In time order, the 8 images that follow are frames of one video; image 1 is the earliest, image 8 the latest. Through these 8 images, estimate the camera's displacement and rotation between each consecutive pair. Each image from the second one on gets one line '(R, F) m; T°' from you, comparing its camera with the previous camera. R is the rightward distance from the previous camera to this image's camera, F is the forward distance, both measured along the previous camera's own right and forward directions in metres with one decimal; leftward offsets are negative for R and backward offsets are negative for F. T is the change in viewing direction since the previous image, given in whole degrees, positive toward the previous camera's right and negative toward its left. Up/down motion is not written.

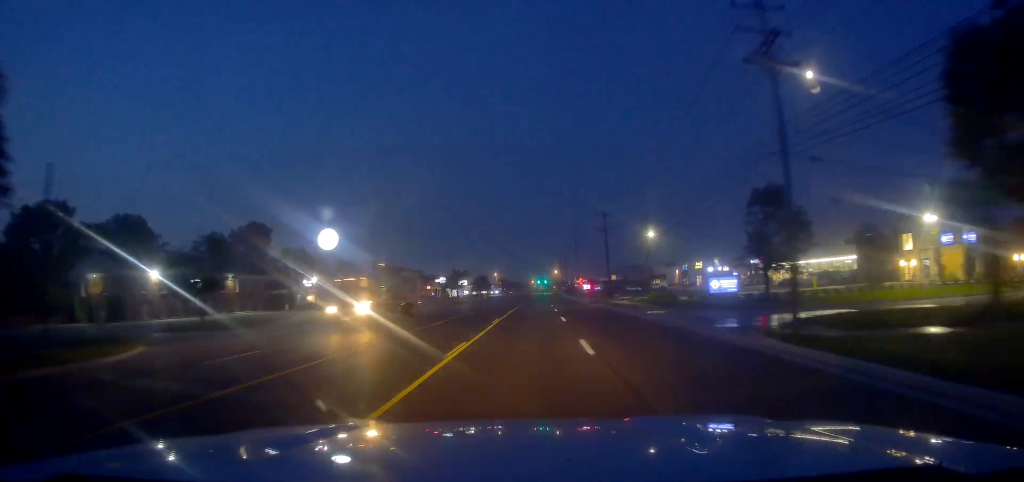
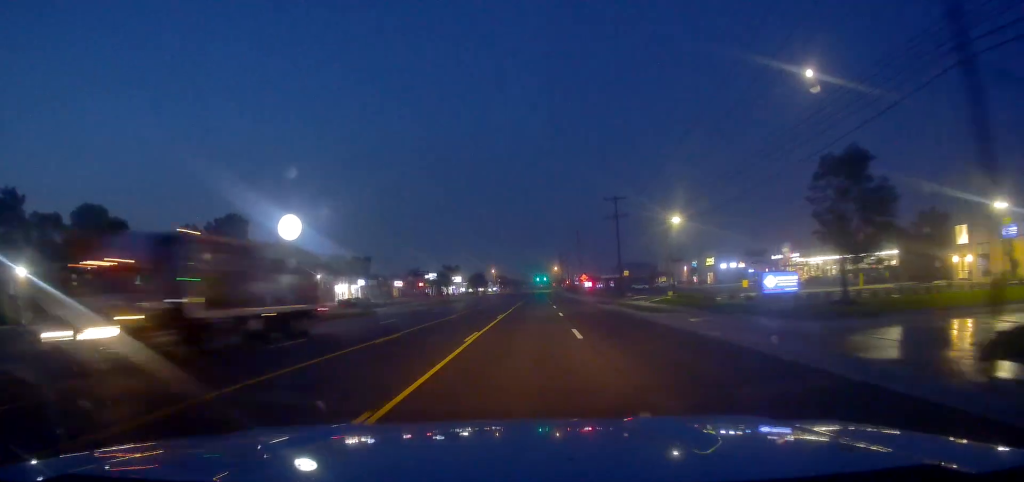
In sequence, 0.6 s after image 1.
(+0.5, +10.8) m; 0°
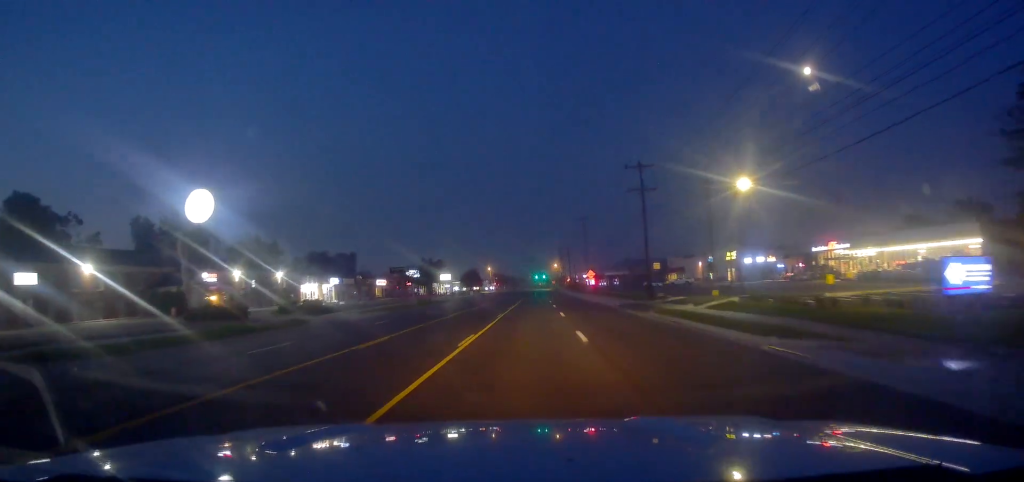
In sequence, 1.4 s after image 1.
(-0.2, +16.5) m; -1°
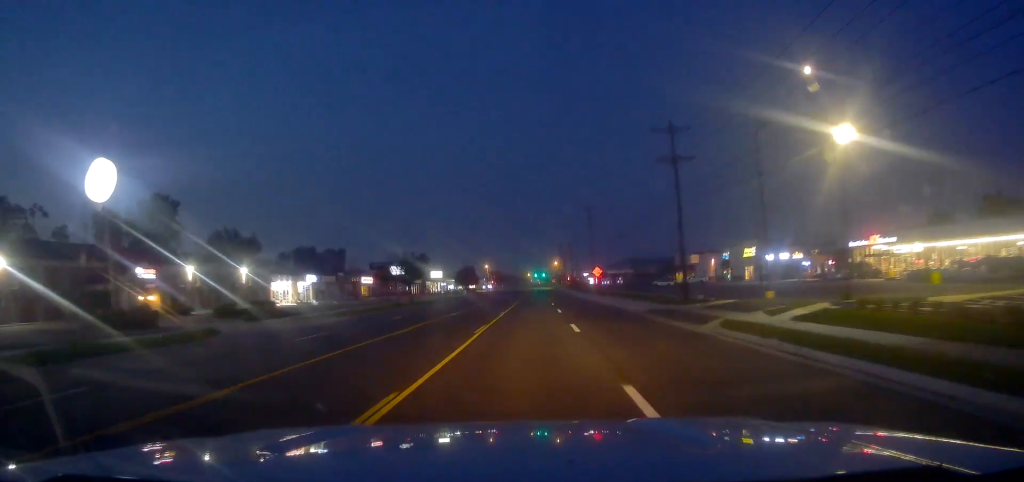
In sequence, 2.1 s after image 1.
(-0.2, +12.1) m; 0°
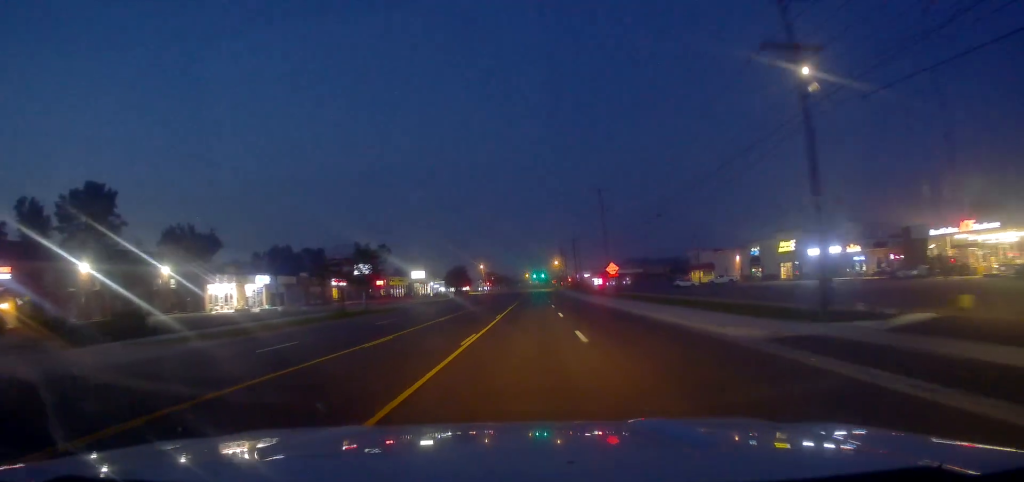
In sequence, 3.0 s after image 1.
(+0.4, +18.5) m; +2°
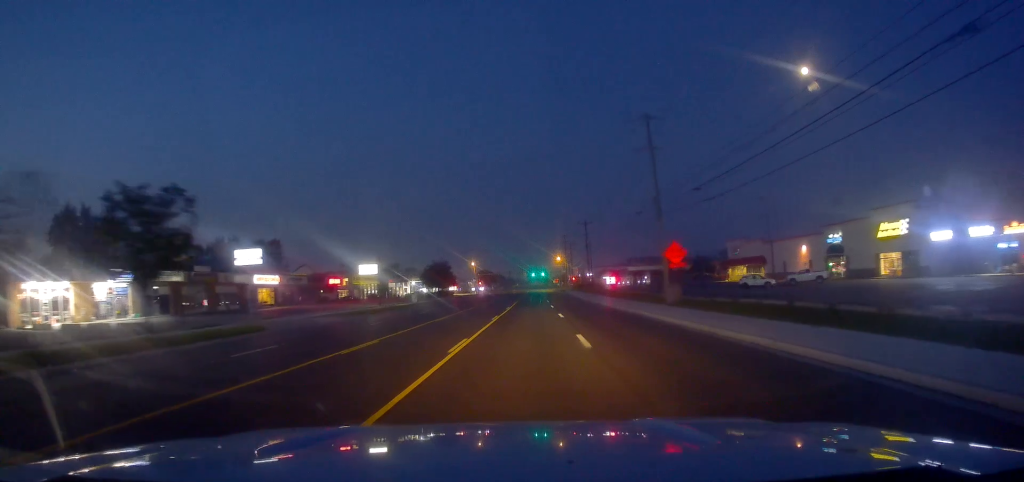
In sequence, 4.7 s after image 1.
(-0.6, +31.8) m; -1°
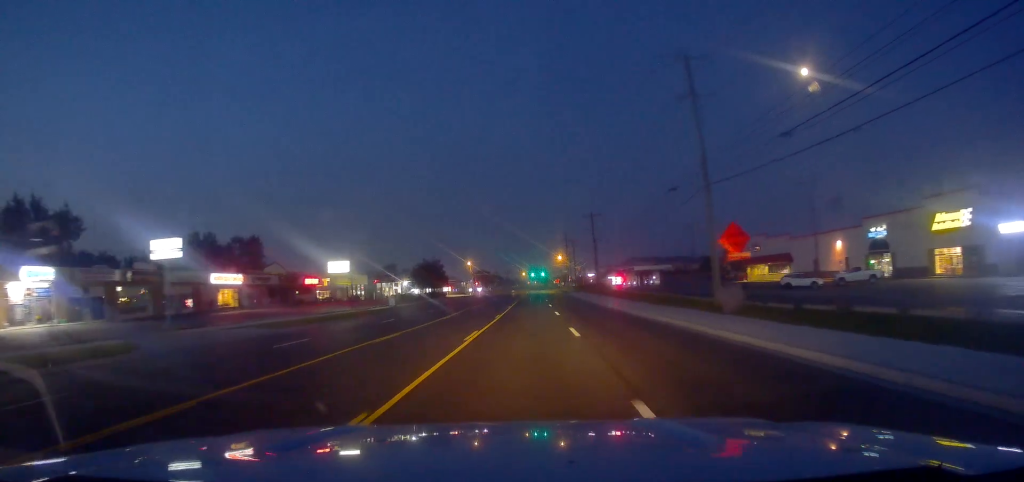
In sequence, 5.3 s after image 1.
(+0.2, +11.5) m; +1°
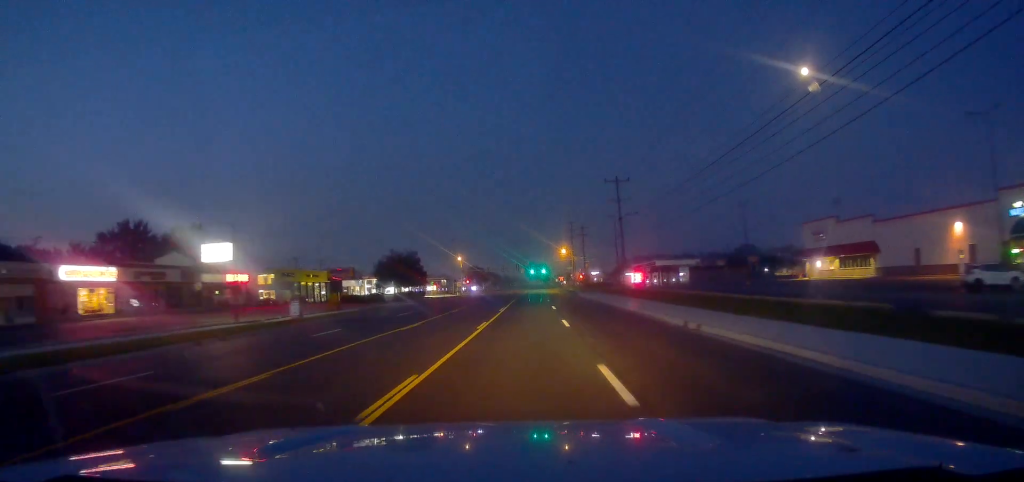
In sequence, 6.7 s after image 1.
(+0.2, +26.5) m; +1°
